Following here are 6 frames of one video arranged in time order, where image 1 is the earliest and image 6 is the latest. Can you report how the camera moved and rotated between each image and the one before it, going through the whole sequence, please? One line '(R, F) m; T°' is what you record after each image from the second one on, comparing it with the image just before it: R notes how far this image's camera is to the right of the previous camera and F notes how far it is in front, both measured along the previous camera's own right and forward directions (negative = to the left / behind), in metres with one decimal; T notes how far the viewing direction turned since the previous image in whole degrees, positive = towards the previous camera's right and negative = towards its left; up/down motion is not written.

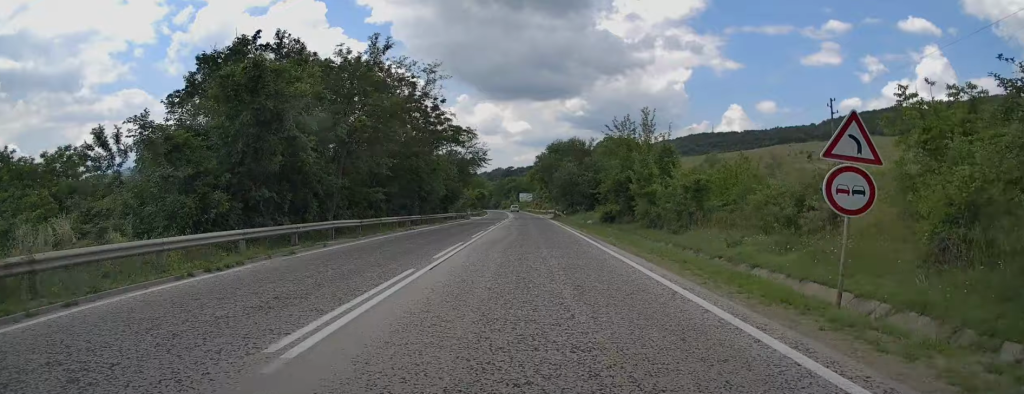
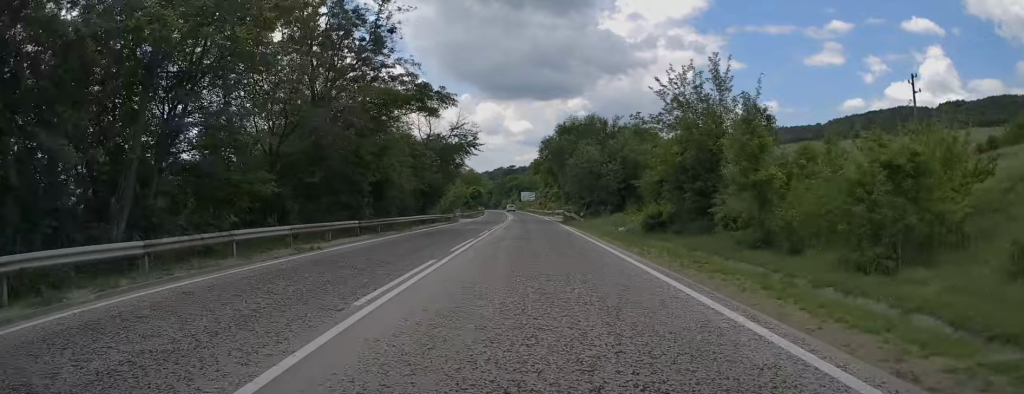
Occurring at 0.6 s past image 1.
(+0.1, +16.1) m; 0°
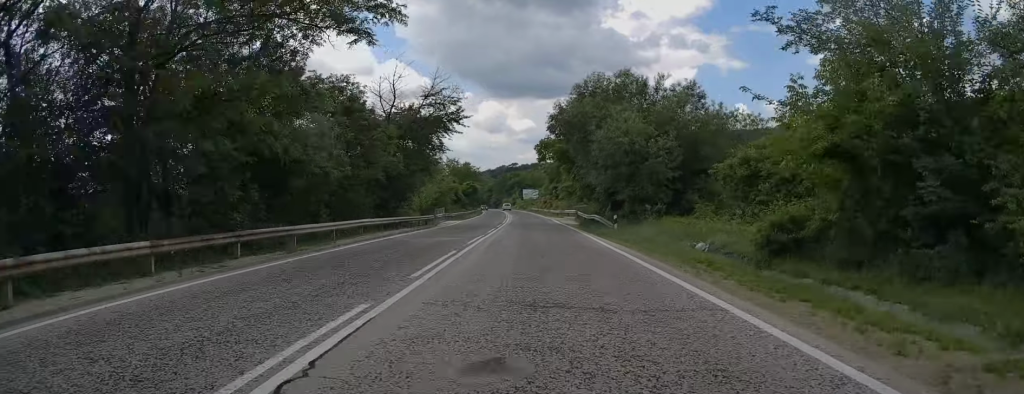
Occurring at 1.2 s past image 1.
(-0.2, +15.3) m; -1°
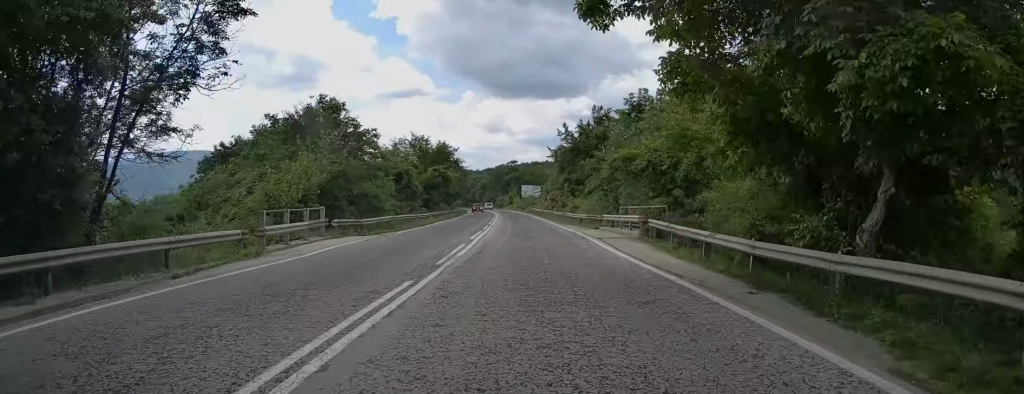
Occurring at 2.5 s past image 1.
(-0.1, +33.2) m; 0°
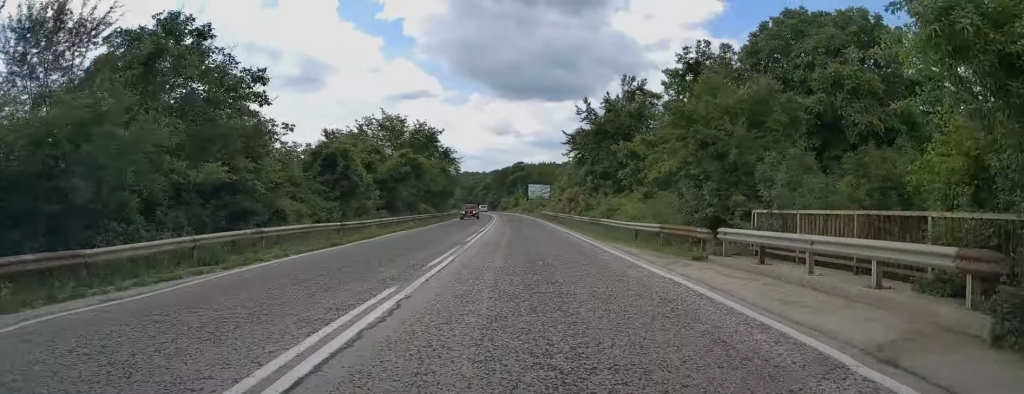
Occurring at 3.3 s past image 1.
(0.0, +18.8) m; -1°
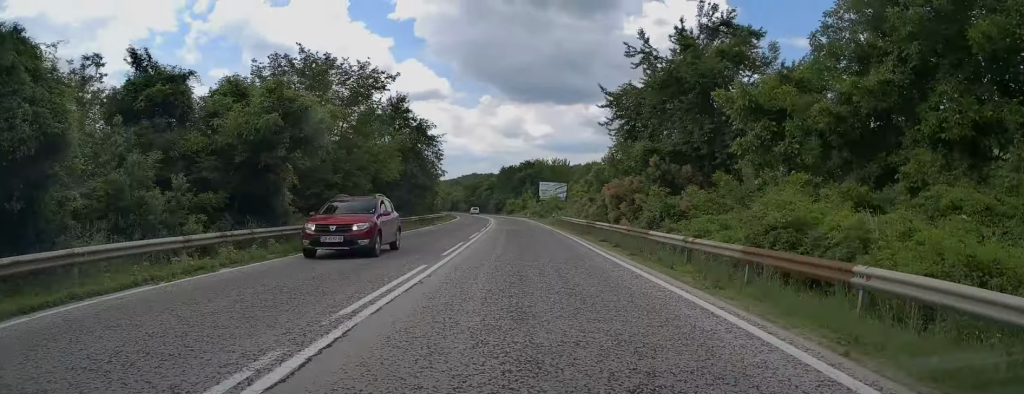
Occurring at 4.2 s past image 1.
(-0.3, +23.2) m; -1°
